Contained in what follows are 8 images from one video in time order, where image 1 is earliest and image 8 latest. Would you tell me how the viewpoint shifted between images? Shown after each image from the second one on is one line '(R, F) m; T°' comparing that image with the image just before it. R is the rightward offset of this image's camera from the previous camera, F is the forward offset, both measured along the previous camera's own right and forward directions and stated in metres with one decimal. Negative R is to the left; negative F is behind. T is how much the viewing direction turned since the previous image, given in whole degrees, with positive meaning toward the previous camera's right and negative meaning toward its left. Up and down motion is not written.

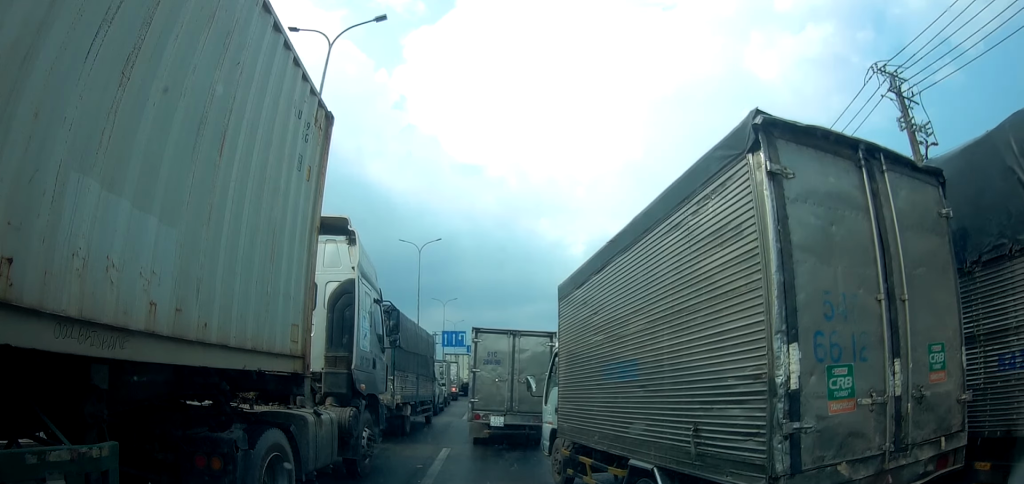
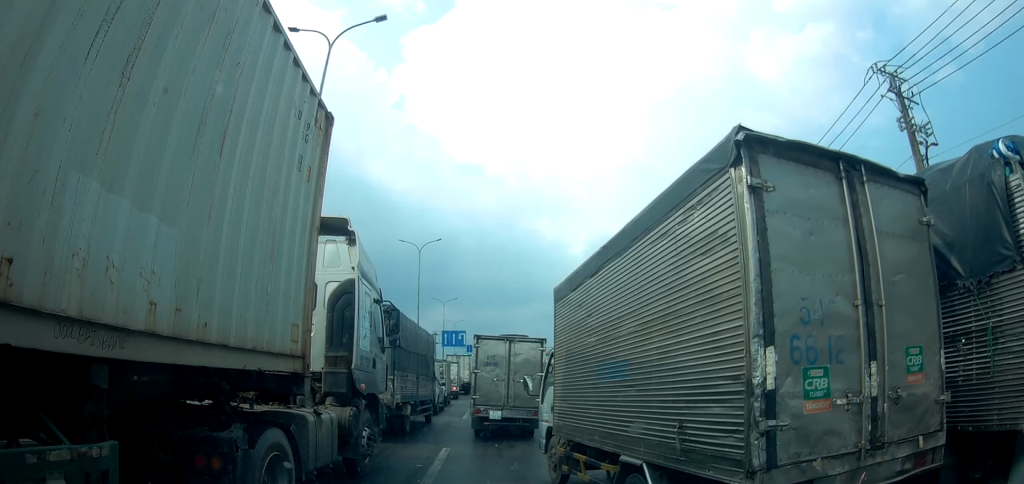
(0.0, 0.0) m; 0°
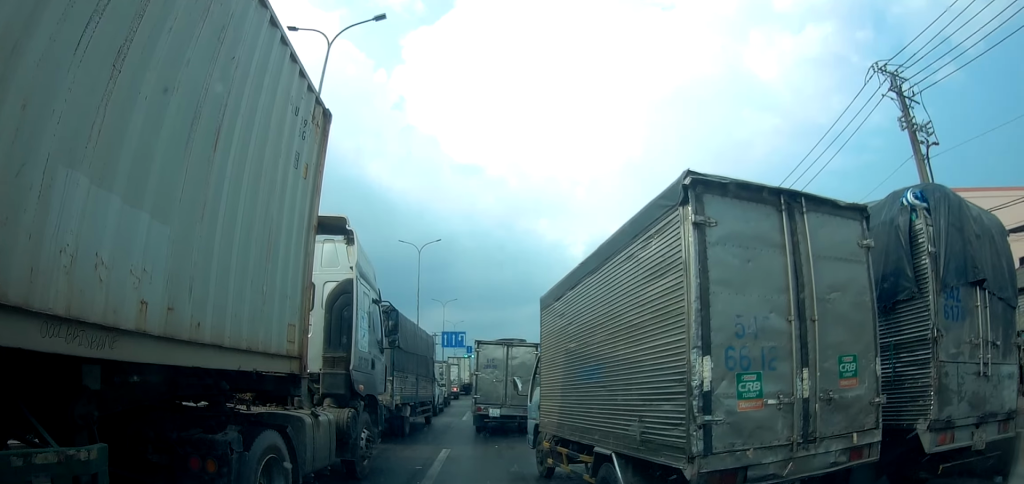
(0.0, 0.0) m; 0°
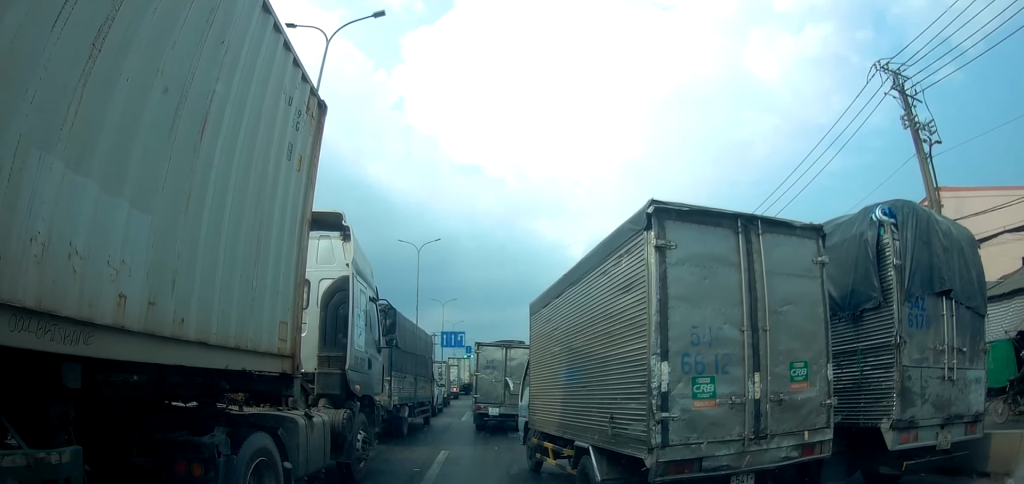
(0.0, 0.0) m; 0°
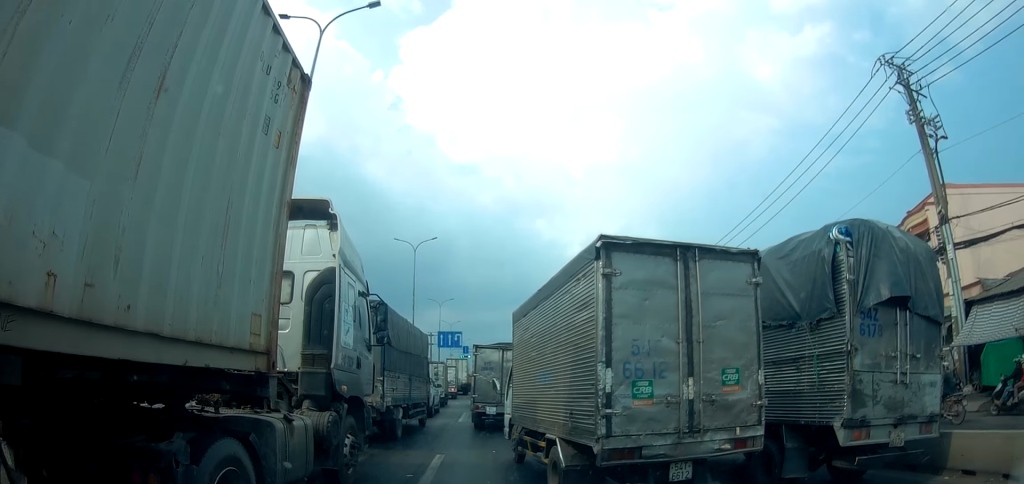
(+0.1, +0.1) m; 0°
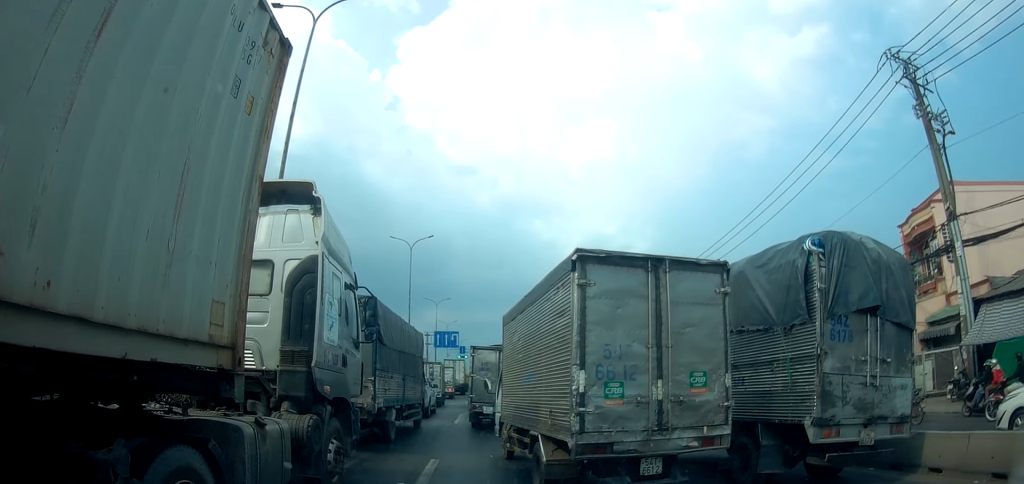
(+0.2, +0.2) m; 0°
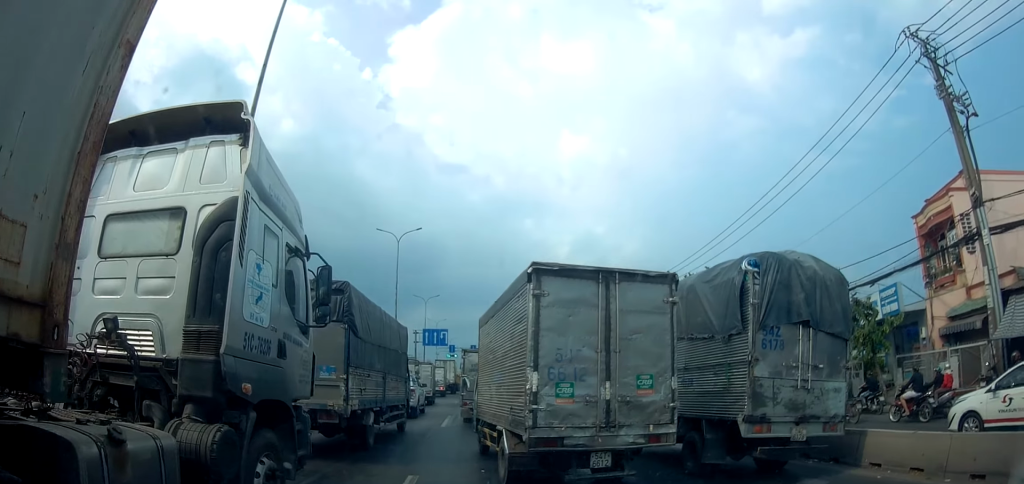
(+1.0, +1.2) m; 0°
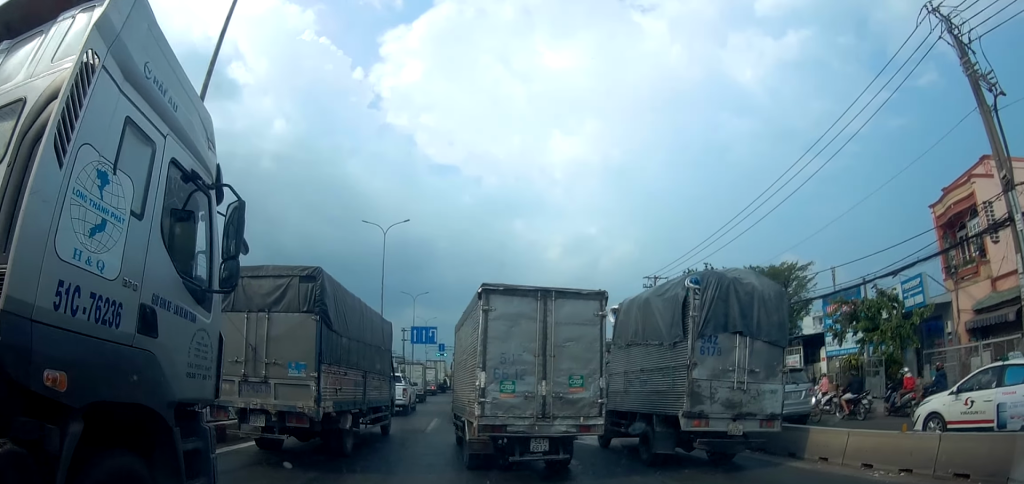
(0.0, +2.2) m; 0°
